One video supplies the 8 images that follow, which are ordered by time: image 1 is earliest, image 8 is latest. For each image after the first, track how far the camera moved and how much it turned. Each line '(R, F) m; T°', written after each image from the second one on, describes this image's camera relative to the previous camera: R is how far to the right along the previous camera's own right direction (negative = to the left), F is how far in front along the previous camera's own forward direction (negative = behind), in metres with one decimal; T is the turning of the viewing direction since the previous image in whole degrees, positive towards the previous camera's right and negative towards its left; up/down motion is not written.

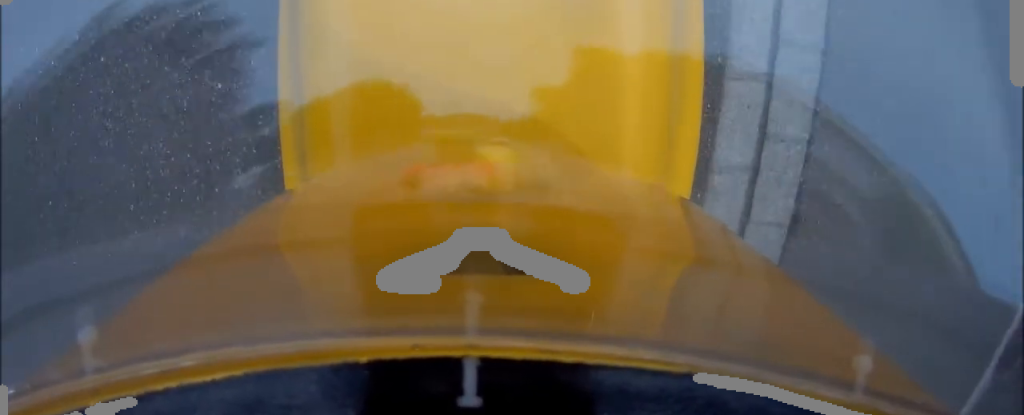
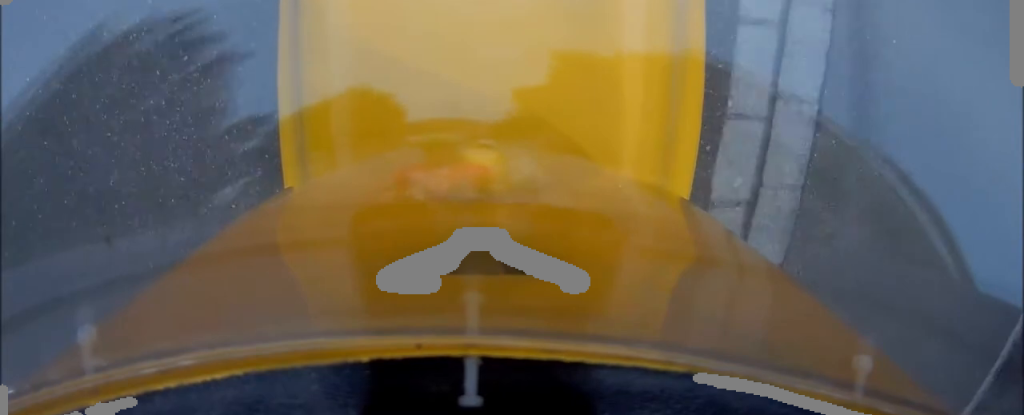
(+0.1, +2.2) m; -1°
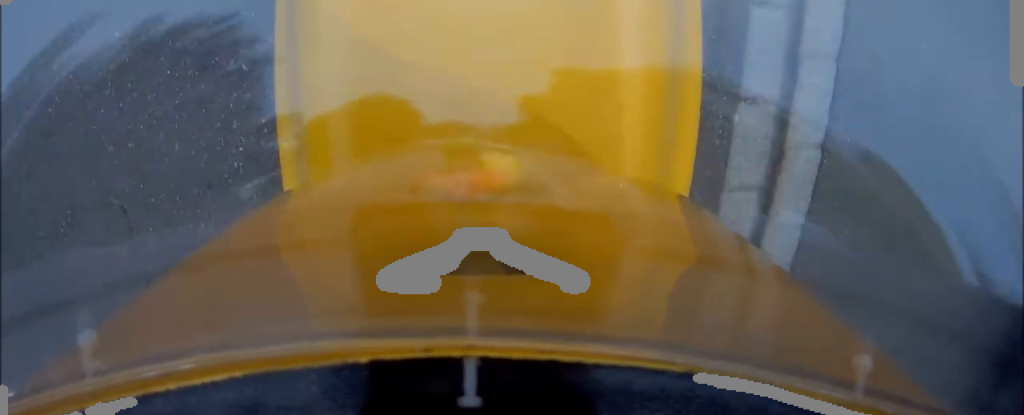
(-0.6, +6.9) m; -1°
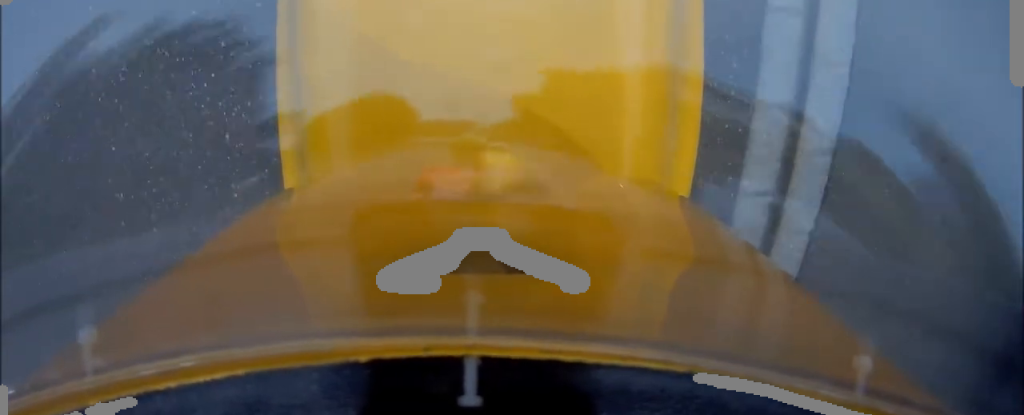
(+0.2, +3.2) m; +2°
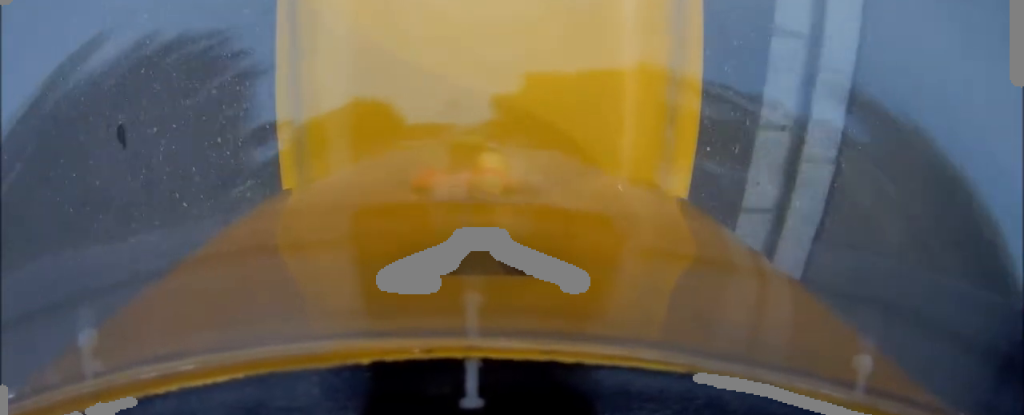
(+0.1, +3.0) m; -1°
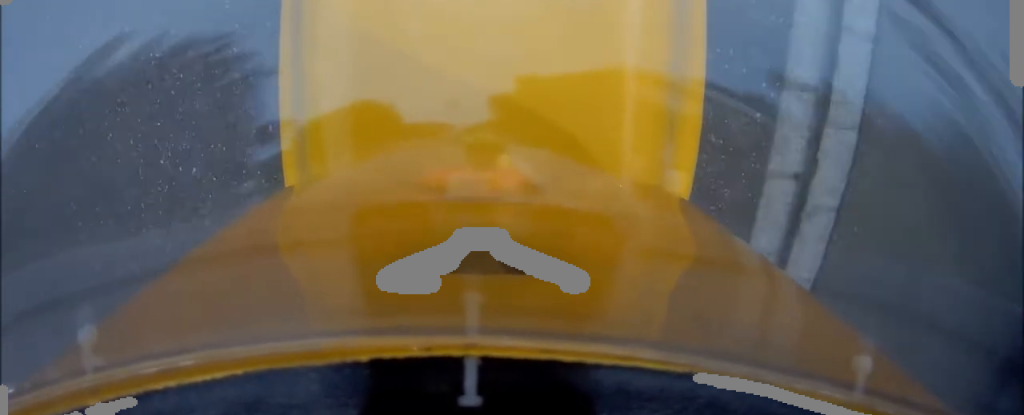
(-0.3, +3.7) m; -4°
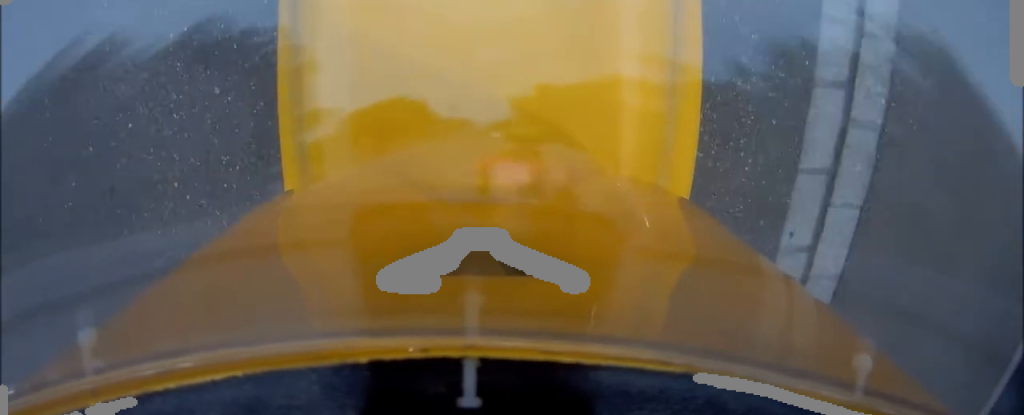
(0.0, +11.4) m; 0°
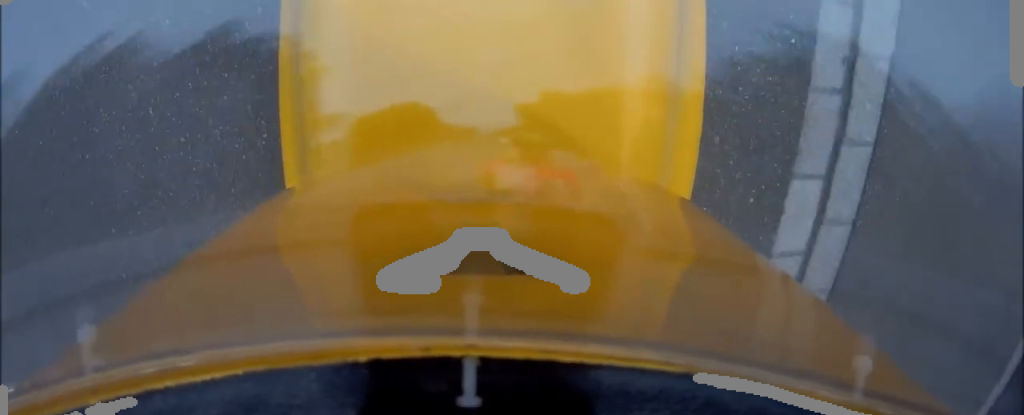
(0.0, +2.8) m; 0°
